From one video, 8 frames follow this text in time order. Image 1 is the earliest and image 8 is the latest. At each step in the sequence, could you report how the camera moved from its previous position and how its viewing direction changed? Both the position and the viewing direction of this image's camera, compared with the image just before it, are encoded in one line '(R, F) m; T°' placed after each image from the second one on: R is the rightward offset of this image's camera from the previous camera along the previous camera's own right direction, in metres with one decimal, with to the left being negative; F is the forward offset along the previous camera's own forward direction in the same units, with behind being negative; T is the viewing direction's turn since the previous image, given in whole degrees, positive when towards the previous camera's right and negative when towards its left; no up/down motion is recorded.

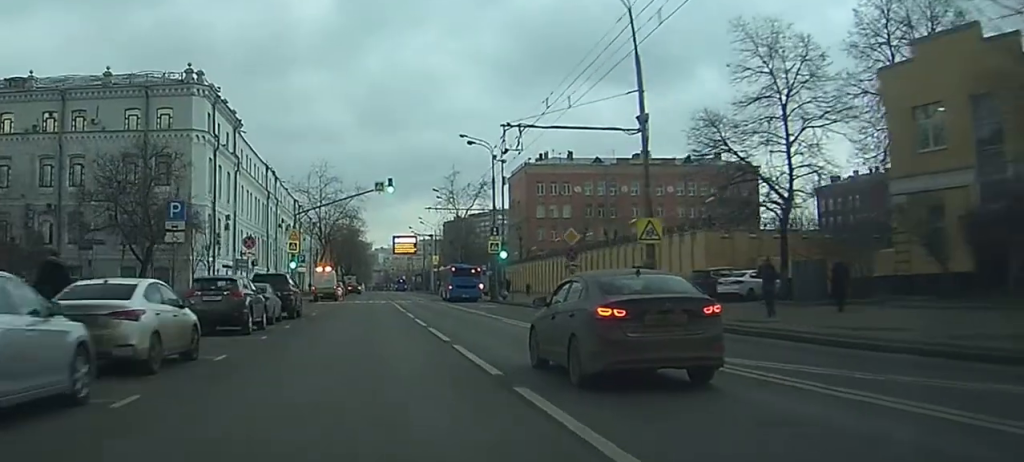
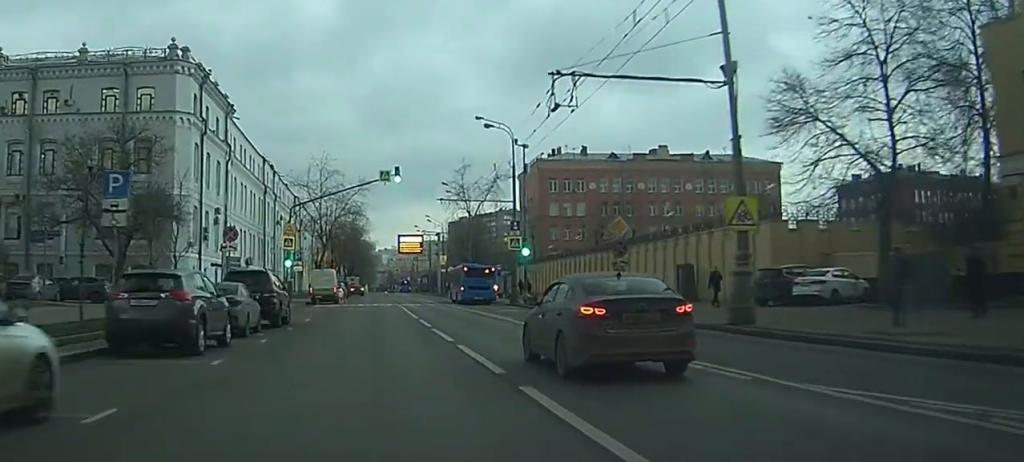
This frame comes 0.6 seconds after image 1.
(0.0, +7.6) m; 0°
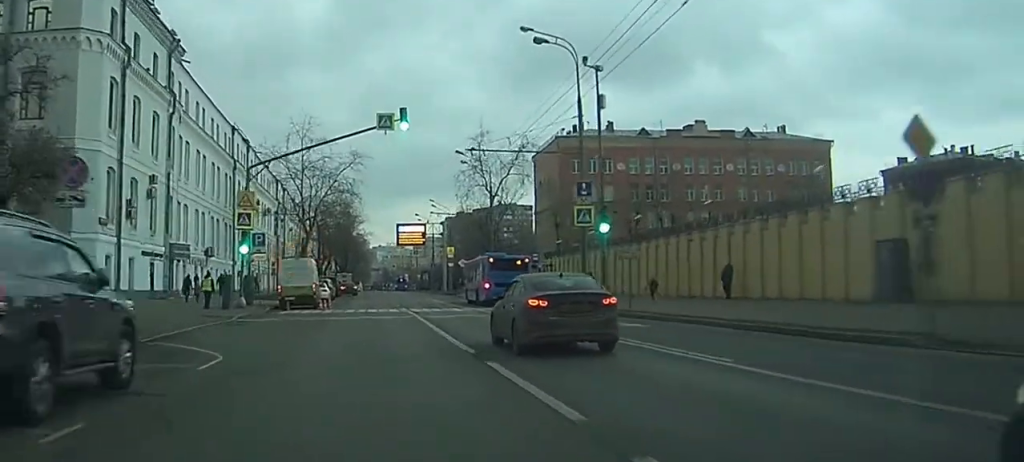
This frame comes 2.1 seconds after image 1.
(-0.1, +20.3) m; 0°
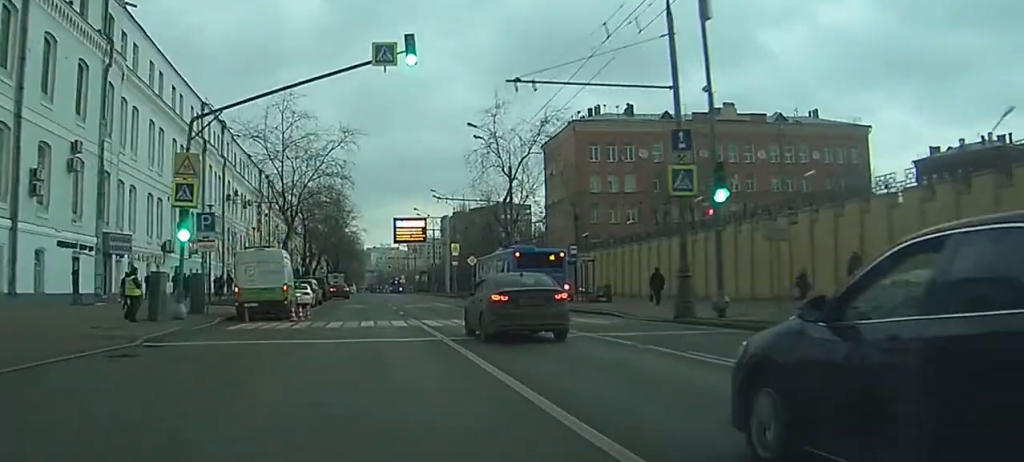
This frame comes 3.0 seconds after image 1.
(+0.1, +13.1) m; +2°
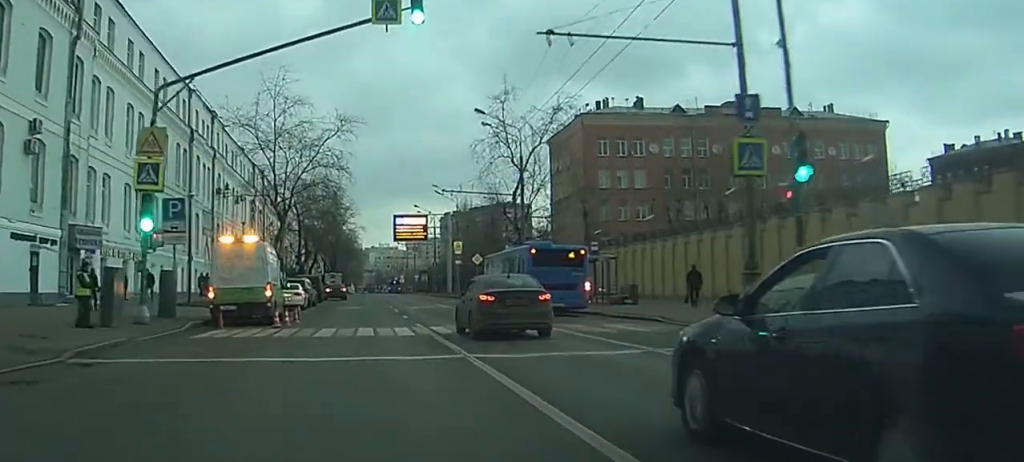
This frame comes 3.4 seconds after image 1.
(+0.2, +5.0) m; -1°
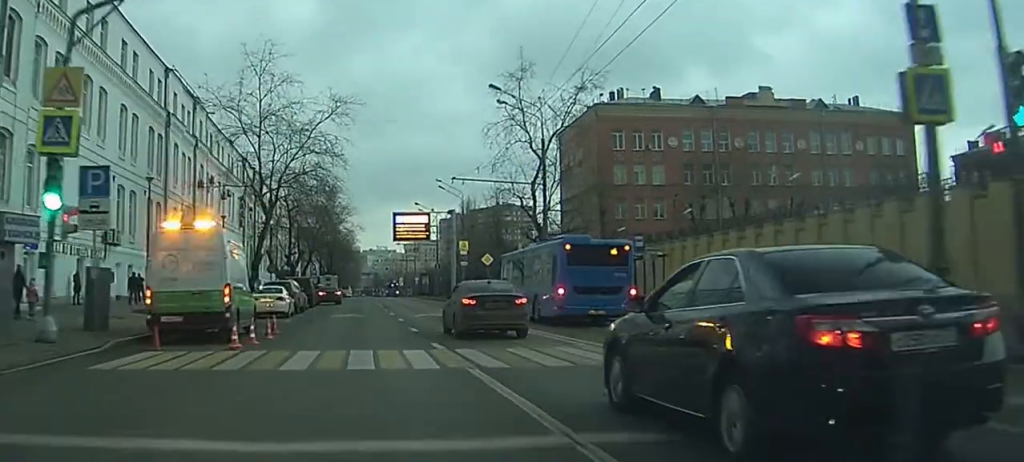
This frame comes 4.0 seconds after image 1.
(+0.4, +7.7) m; -1°
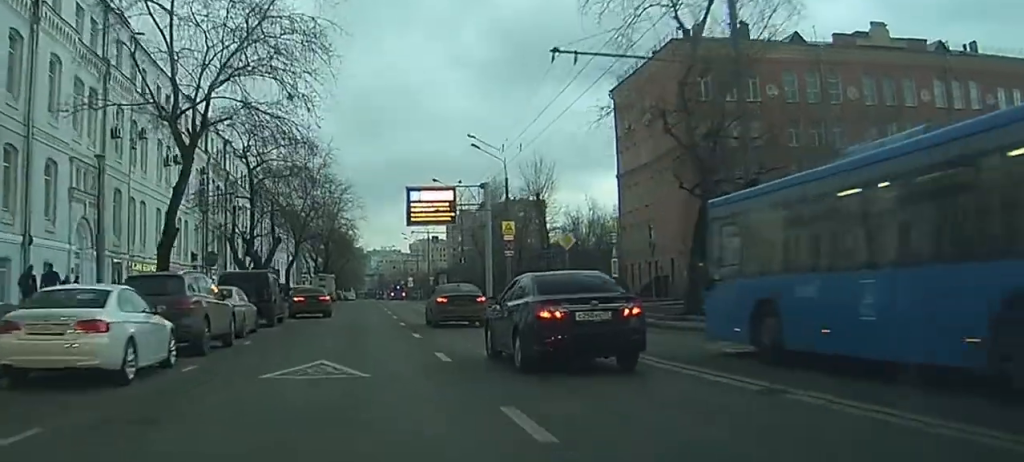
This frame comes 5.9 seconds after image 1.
(-1.1, +26.7) m; -1°
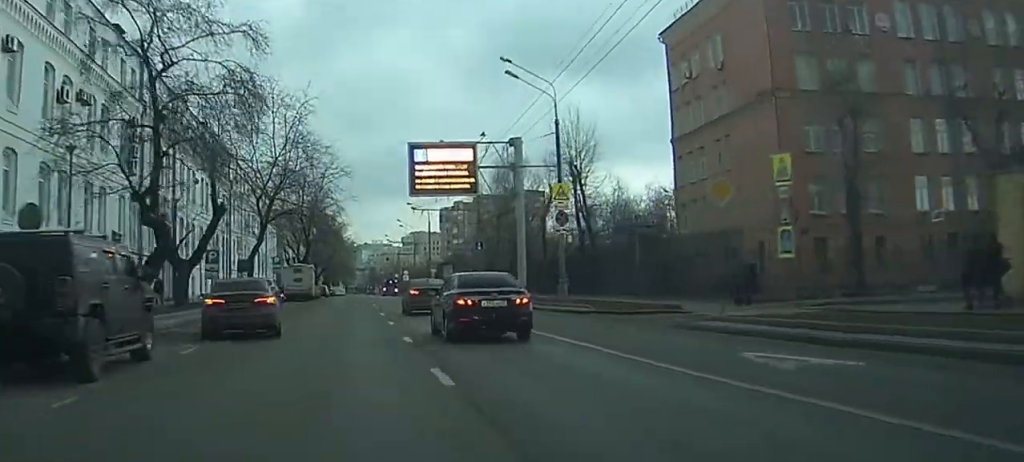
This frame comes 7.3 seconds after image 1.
(+0.1, +20.1) m; +2°
